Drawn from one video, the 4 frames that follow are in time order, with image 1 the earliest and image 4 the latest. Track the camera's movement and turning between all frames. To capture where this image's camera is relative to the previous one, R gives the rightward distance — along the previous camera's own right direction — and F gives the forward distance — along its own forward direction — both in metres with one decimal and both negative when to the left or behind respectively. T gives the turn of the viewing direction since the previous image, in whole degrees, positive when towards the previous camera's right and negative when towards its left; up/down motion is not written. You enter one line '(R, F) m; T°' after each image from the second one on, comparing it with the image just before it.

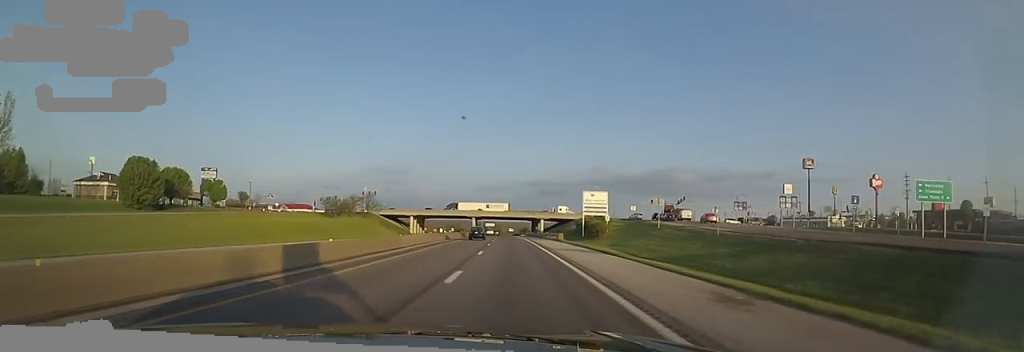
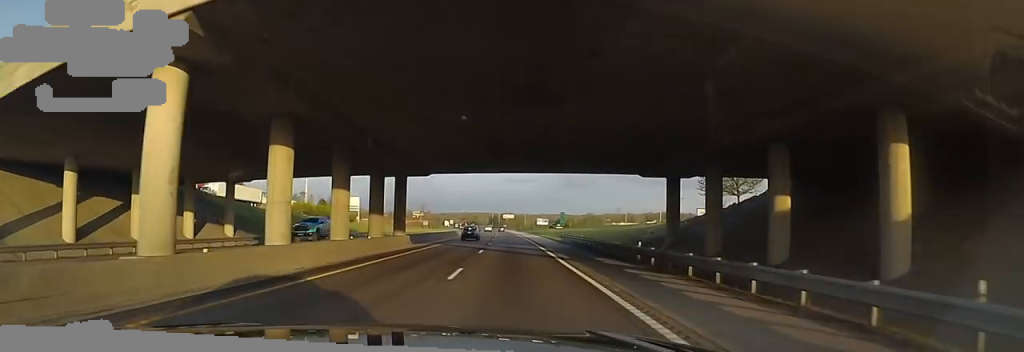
(-1.5, +119.5) m; -4°
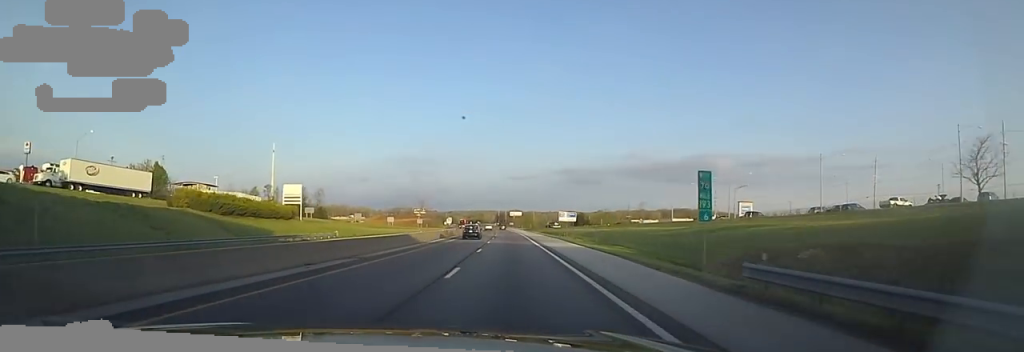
(+1.2, +35.6) m; +2°
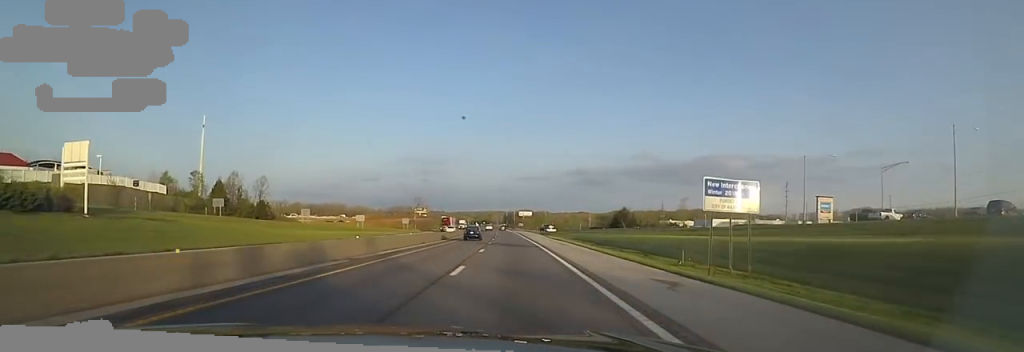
(-0.3, +48.1) m; 0°
